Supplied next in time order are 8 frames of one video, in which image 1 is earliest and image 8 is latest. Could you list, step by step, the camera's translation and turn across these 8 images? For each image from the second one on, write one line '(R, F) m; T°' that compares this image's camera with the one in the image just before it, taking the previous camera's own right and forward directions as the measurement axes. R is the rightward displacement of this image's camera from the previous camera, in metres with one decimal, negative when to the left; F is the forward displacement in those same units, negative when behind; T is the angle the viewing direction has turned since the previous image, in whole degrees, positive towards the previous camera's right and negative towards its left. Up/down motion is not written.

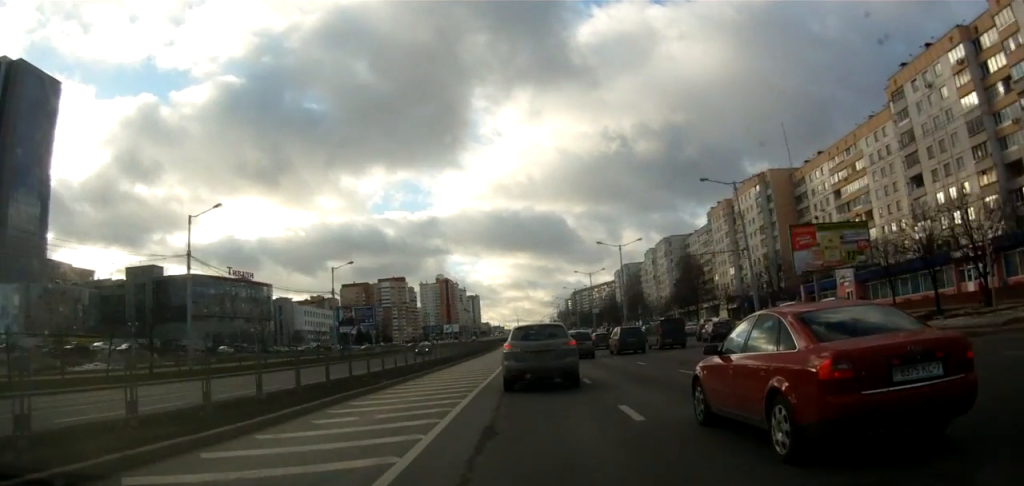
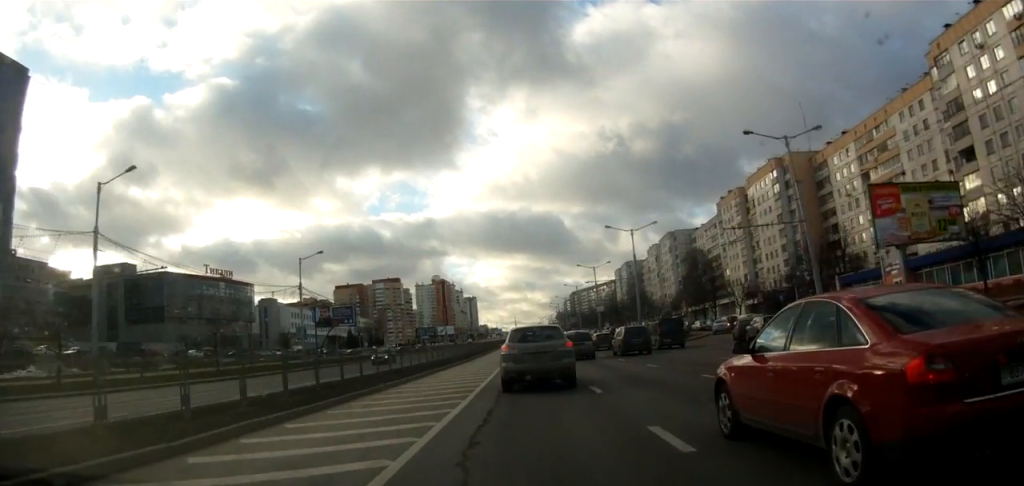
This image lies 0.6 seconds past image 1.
(0.0, +10.9) m; 0°
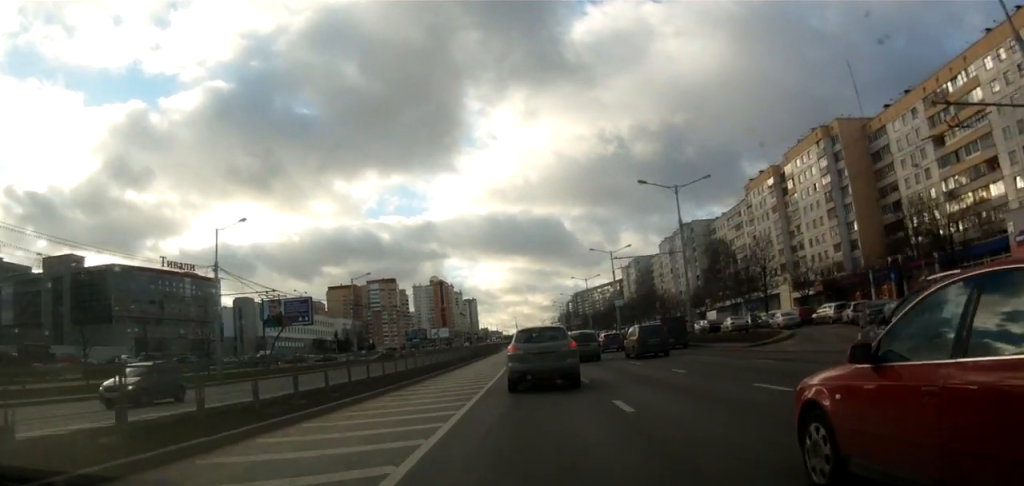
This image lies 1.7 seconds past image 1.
(0.0, +19.4) m; 0°
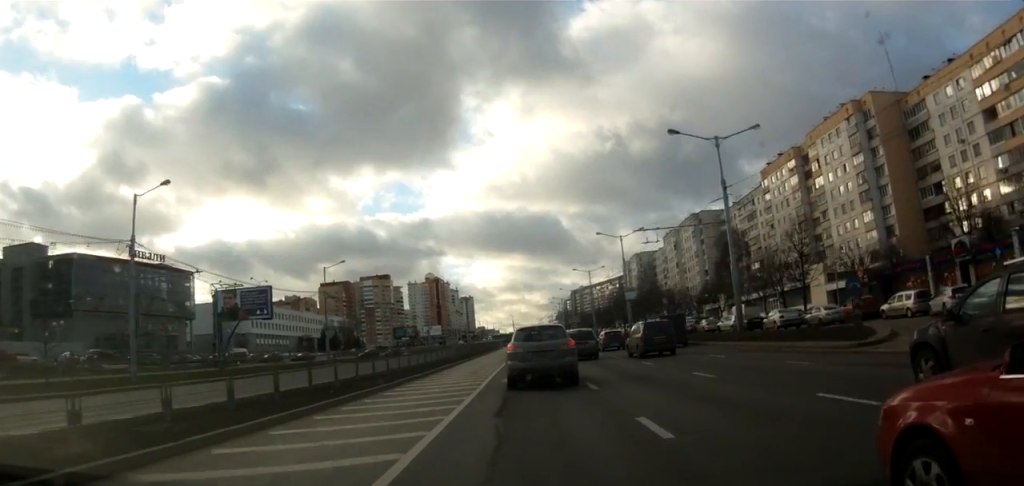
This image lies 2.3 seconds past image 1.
(0.0, +11.3) m; 0°
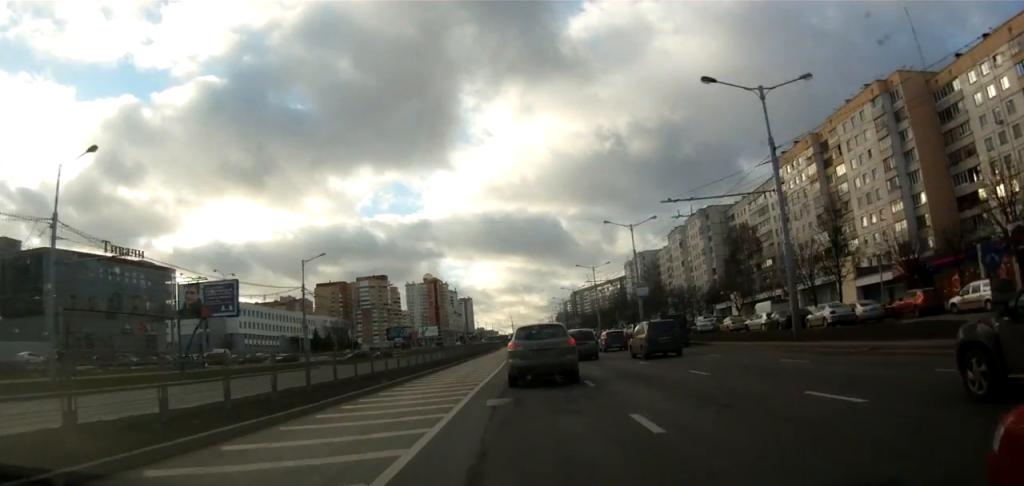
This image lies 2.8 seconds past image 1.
(0.0, +7.7) m; 0°
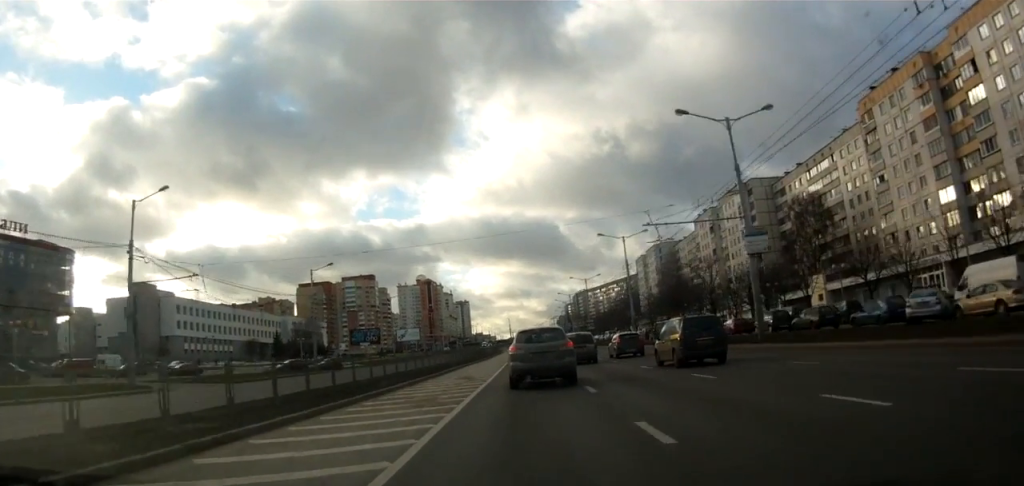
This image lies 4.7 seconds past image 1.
(+0.6, +32.9) m; +2°
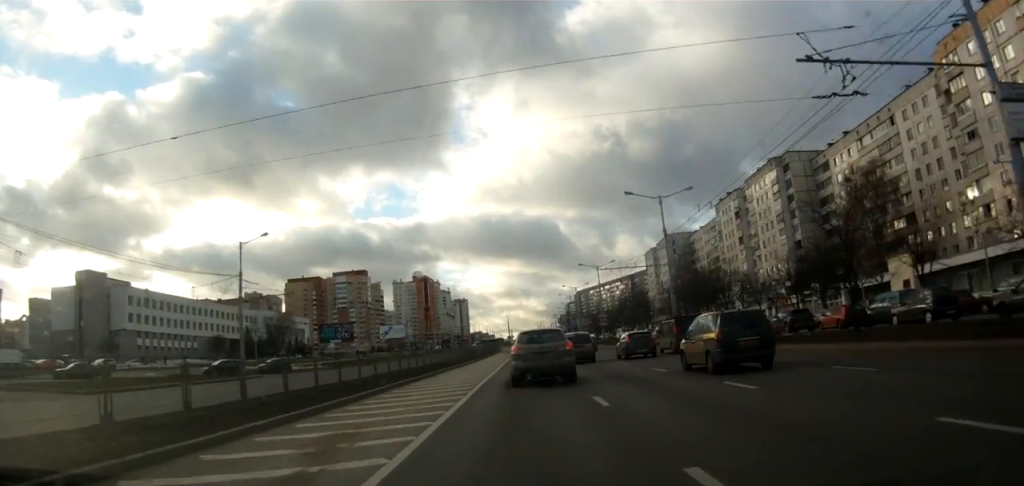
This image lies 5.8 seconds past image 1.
(-0.2, +18.9) m; -1°
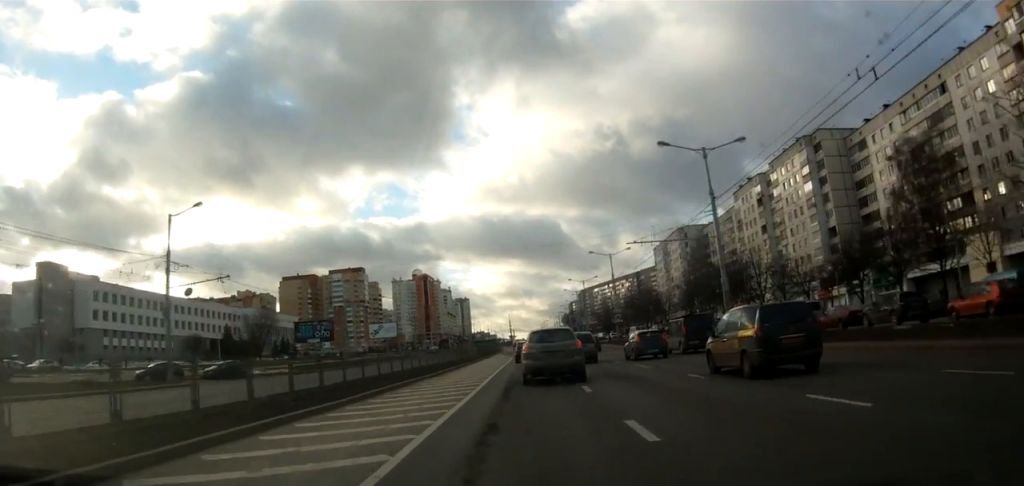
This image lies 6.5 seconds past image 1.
(-0.1, +12.1) m; -1°
